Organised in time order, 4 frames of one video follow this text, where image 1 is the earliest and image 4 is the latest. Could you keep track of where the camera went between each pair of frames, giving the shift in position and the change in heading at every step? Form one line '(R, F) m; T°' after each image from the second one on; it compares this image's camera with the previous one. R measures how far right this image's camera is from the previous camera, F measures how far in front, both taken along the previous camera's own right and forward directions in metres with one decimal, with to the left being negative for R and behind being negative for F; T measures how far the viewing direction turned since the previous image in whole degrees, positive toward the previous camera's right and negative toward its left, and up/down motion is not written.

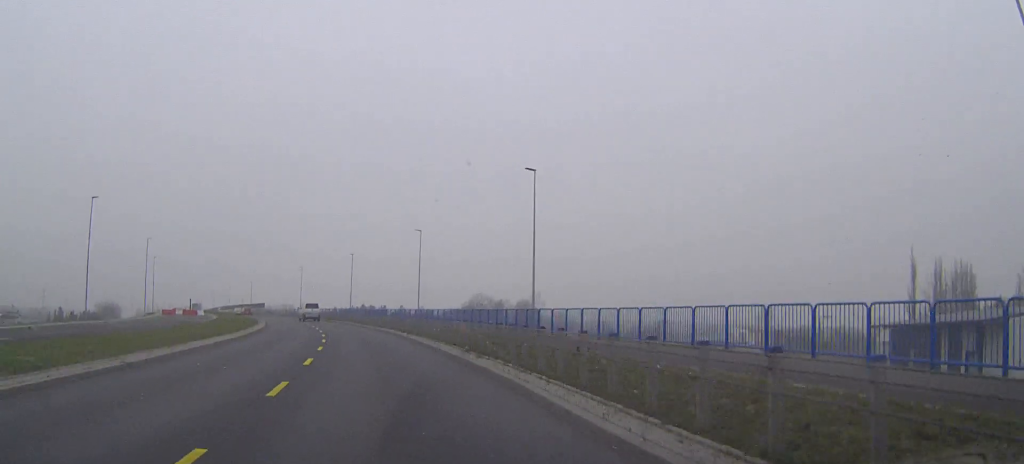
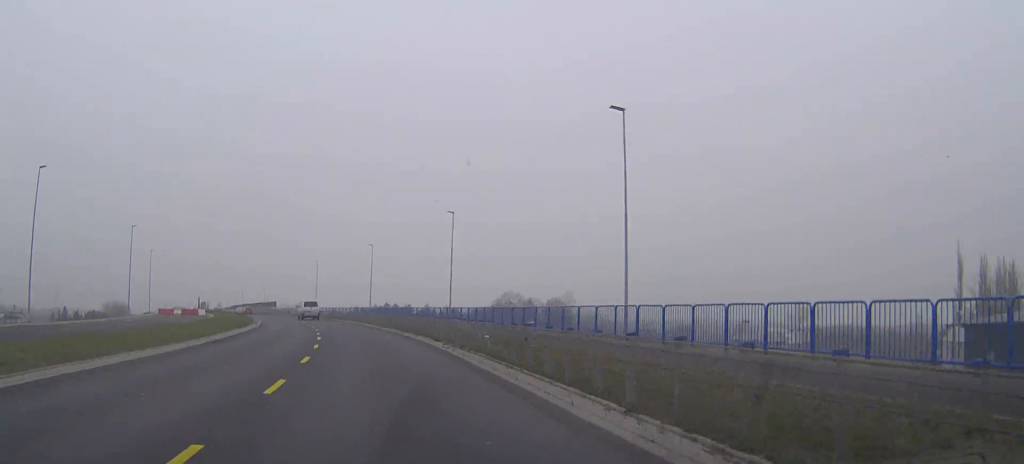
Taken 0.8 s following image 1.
(-0.2, +11.9) m; -2°
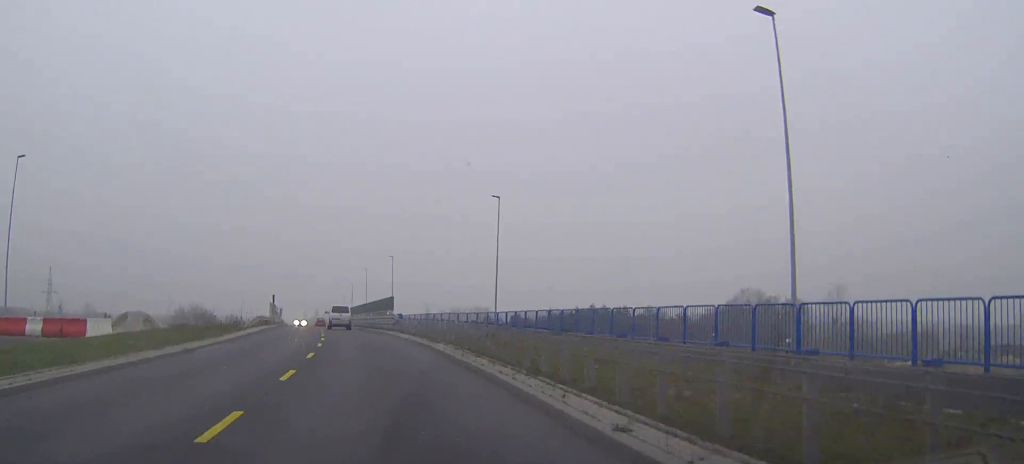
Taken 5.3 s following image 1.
(-8.1, +69.7) m; -14°
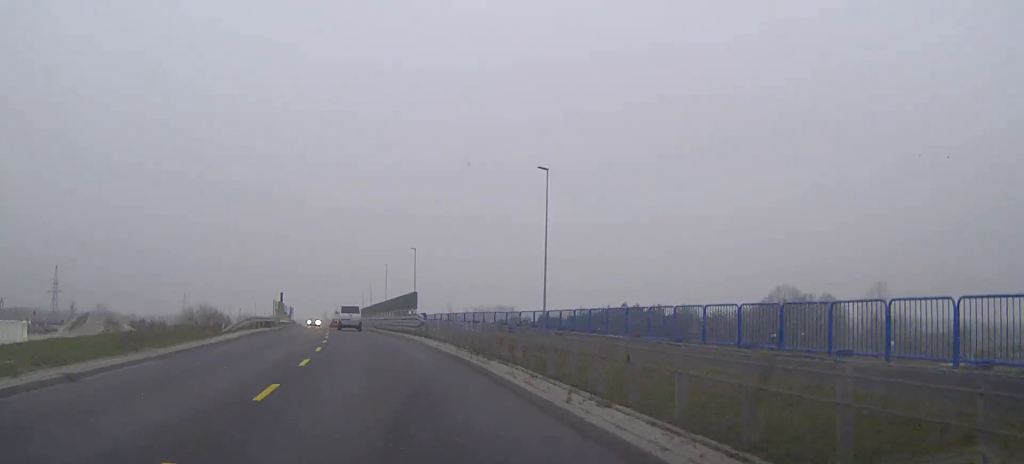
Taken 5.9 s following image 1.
(-0.2, +9.0) m; -2°
